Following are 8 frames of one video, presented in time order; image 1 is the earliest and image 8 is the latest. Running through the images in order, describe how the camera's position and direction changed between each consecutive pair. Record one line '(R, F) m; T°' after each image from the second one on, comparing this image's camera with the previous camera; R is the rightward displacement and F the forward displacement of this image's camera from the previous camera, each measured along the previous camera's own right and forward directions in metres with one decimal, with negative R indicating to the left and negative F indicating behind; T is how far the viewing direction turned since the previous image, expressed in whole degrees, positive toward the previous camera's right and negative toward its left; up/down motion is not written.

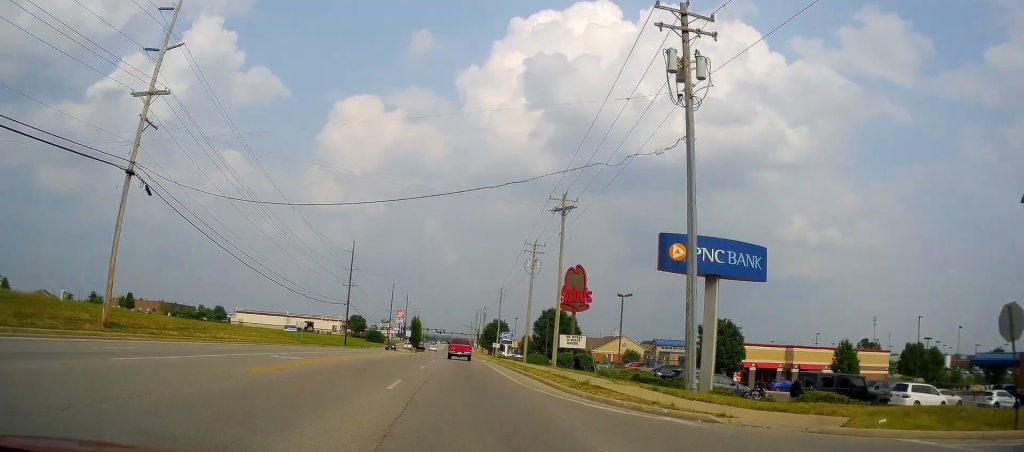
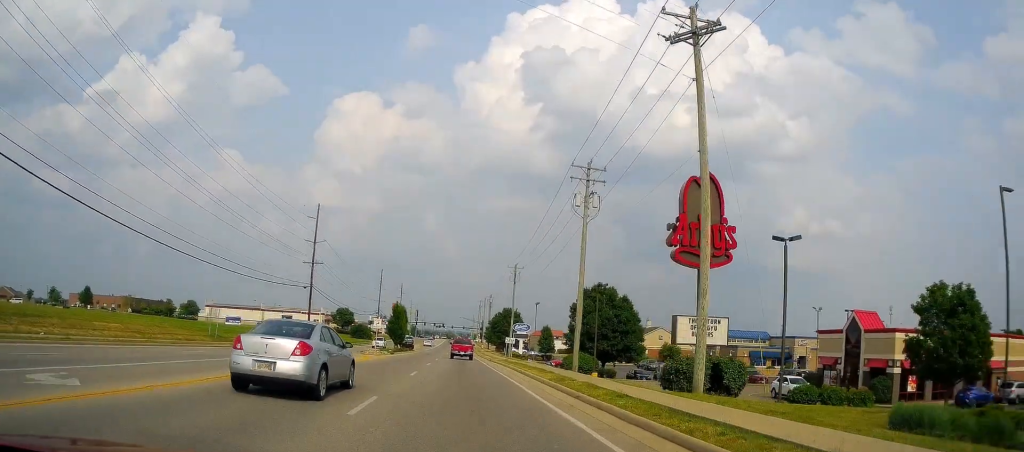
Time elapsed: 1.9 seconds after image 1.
(+0.6, +30.7) m; +2°
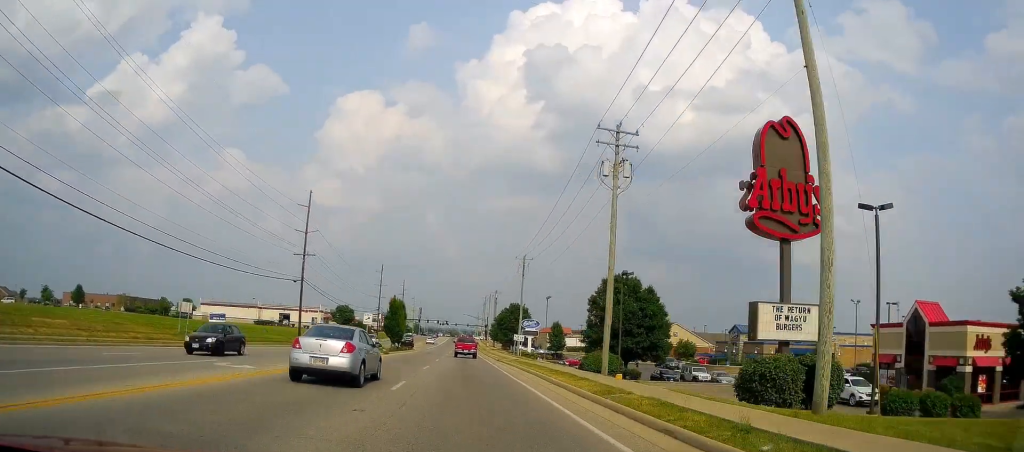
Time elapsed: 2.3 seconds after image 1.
(0.0, +7.1) m; -1°
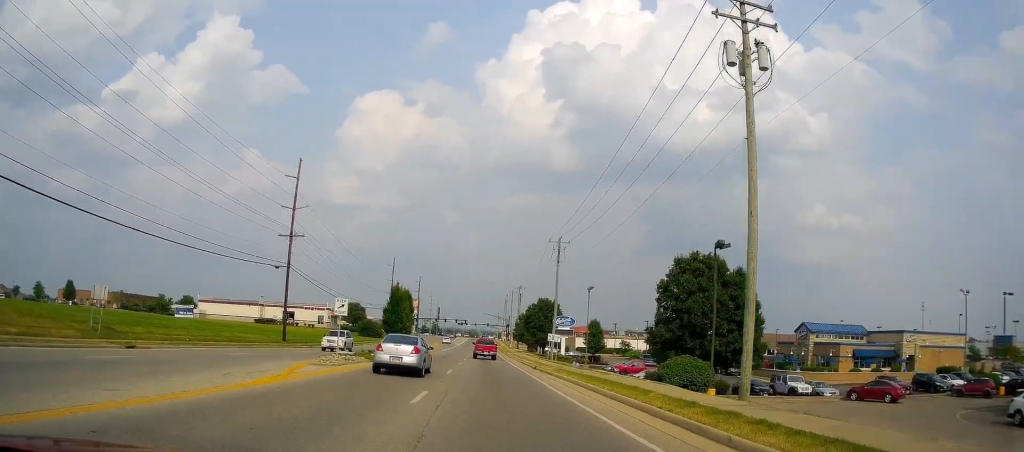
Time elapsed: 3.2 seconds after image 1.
(-0.4, +14.9) m; -3°
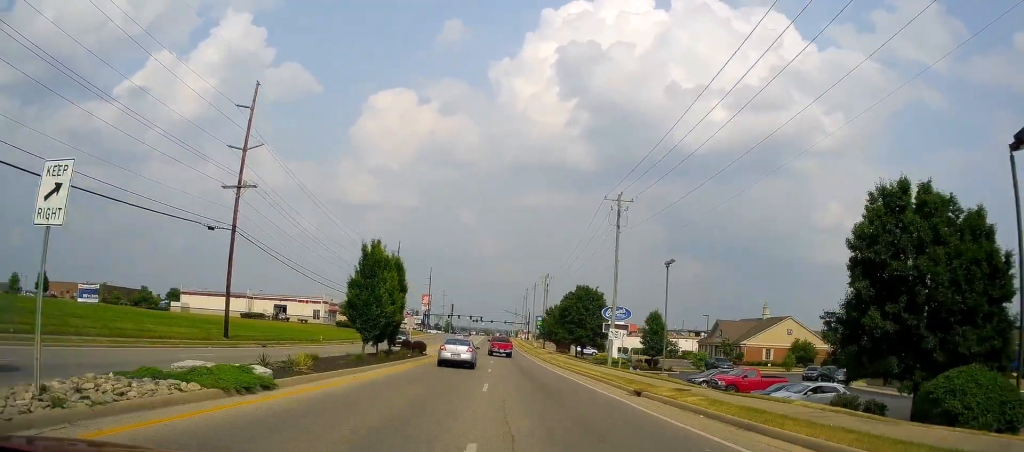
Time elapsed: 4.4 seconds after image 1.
(-0.4, +20.9) m; 0°
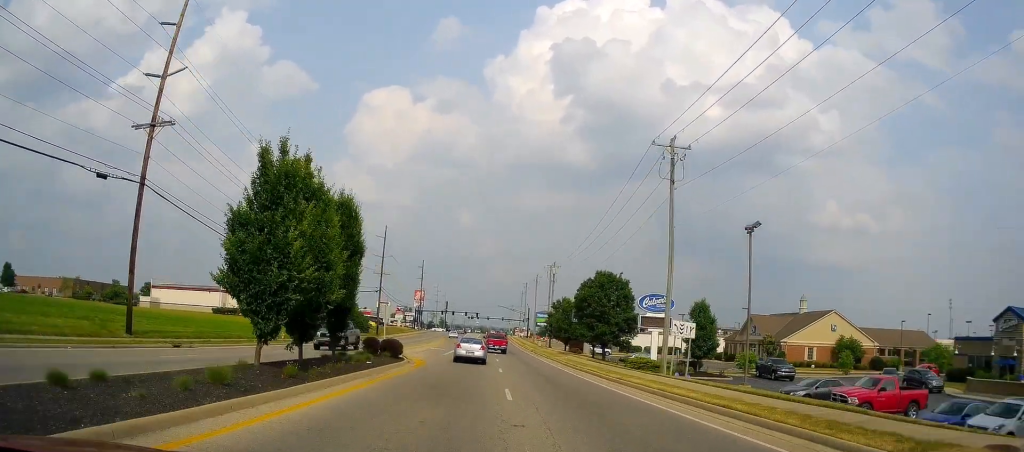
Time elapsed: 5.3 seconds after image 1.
(+0.3, +14.2) m; +1°
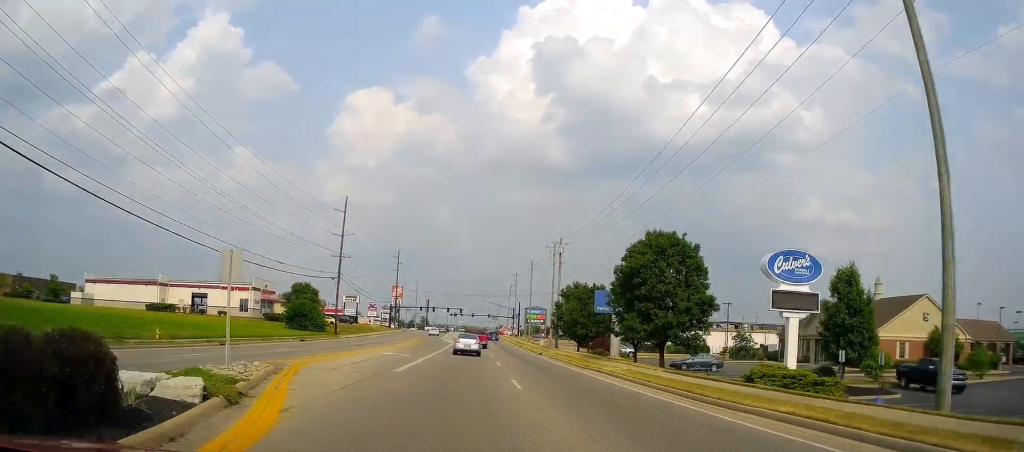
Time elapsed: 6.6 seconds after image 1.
(0.0, +23.0) m; 0°
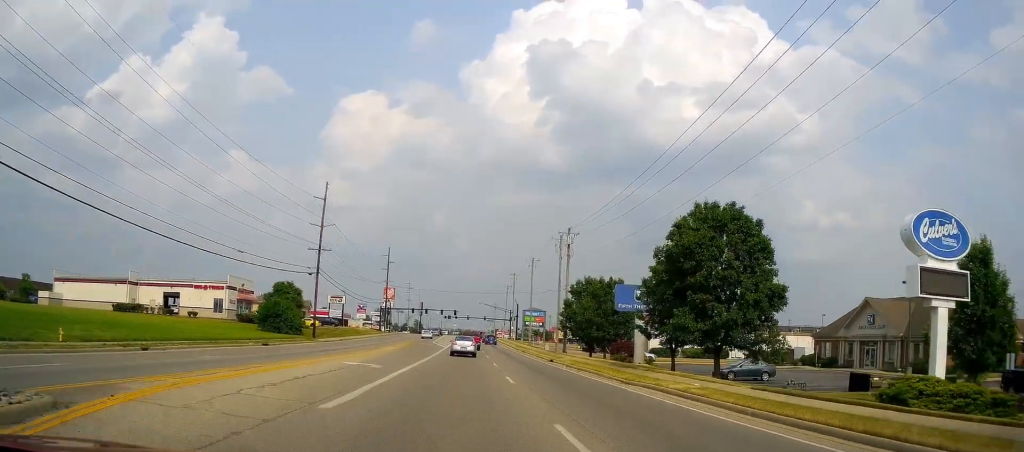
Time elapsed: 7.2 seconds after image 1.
(0.0, +10.0) m; 0°
